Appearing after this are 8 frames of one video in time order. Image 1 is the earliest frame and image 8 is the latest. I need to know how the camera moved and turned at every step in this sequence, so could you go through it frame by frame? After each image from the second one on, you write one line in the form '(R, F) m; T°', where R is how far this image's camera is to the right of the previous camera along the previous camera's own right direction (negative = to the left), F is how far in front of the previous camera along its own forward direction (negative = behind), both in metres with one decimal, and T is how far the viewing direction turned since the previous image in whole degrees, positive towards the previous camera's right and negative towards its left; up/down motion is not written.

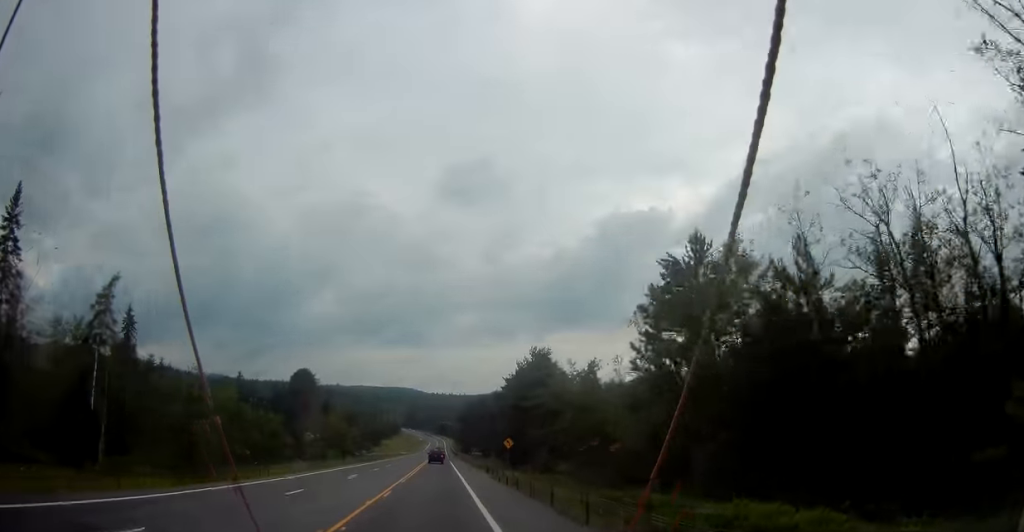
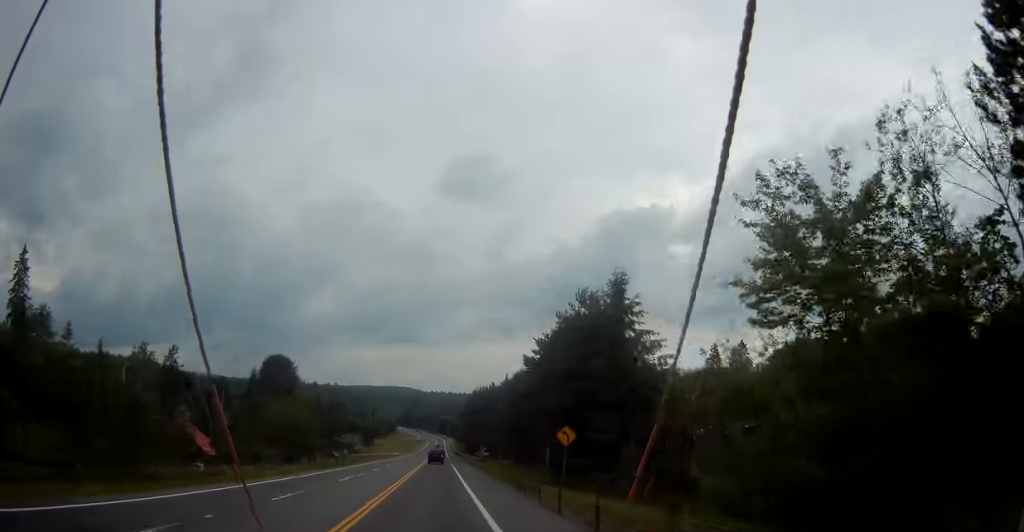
(0.0, +25.3) m; 0°
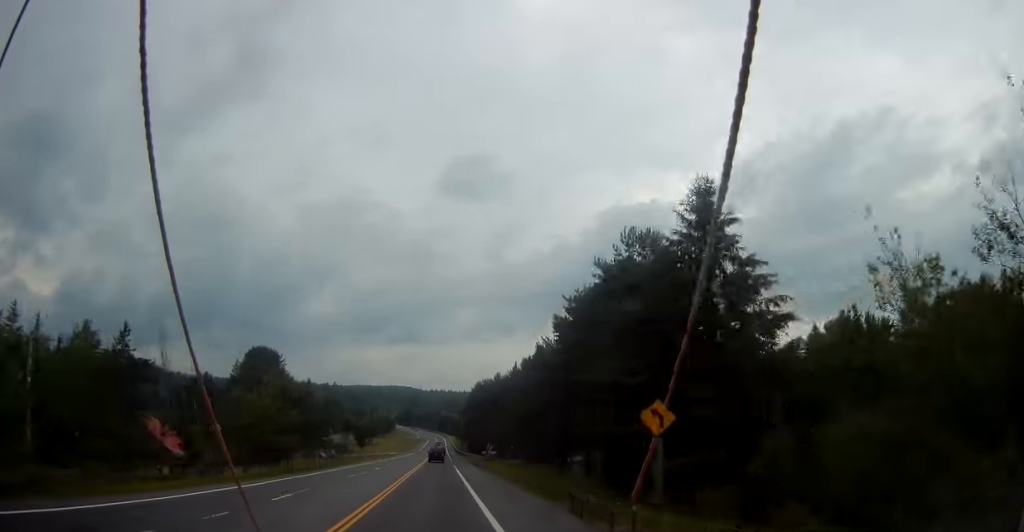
(+0.3, +12.6) m; 0°
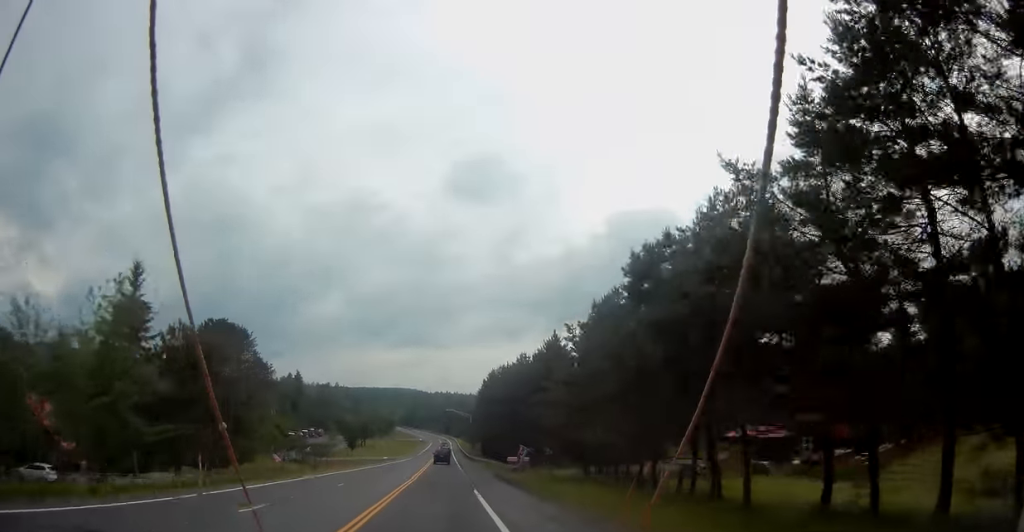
(-0.5, +27.8) m; -1°
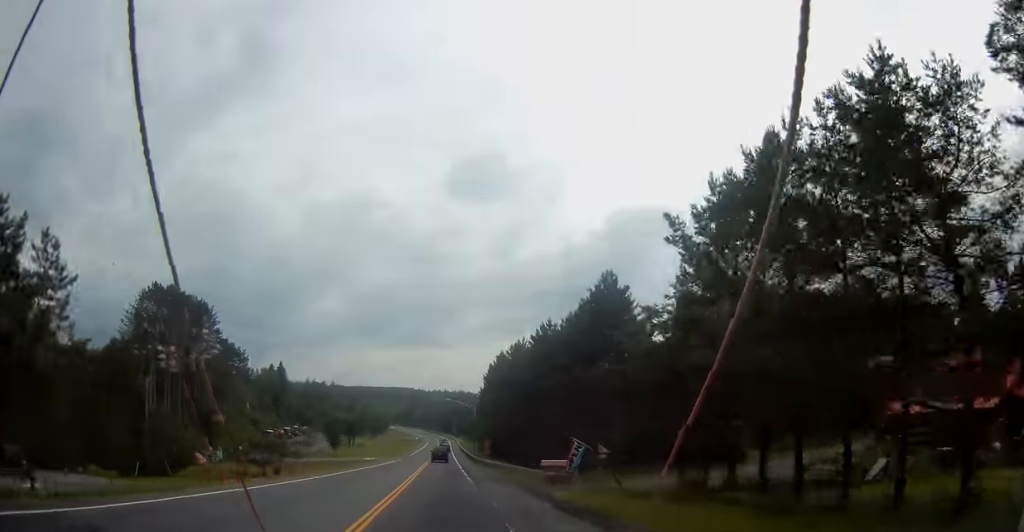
(+0.2, +20.3) m; 0°
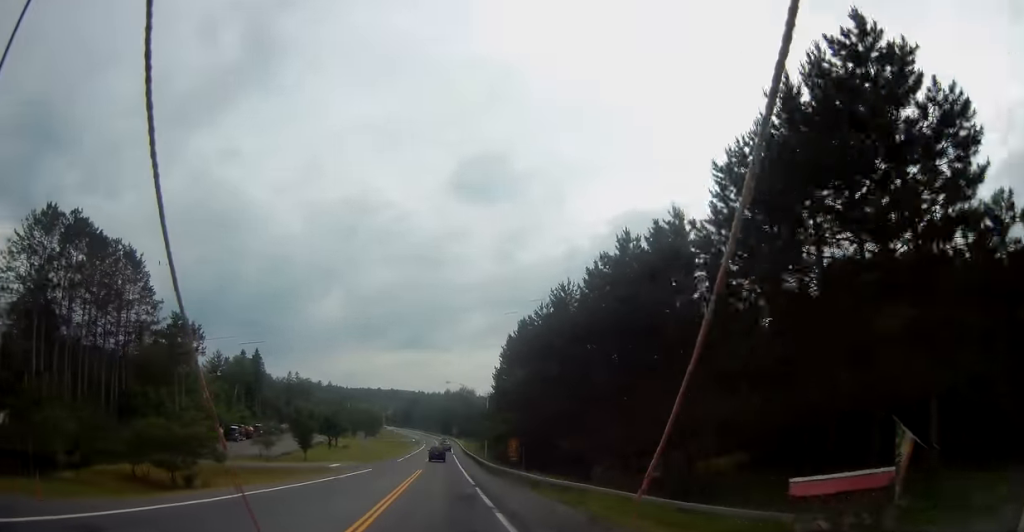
(-0.2, +26.7) m; -1°
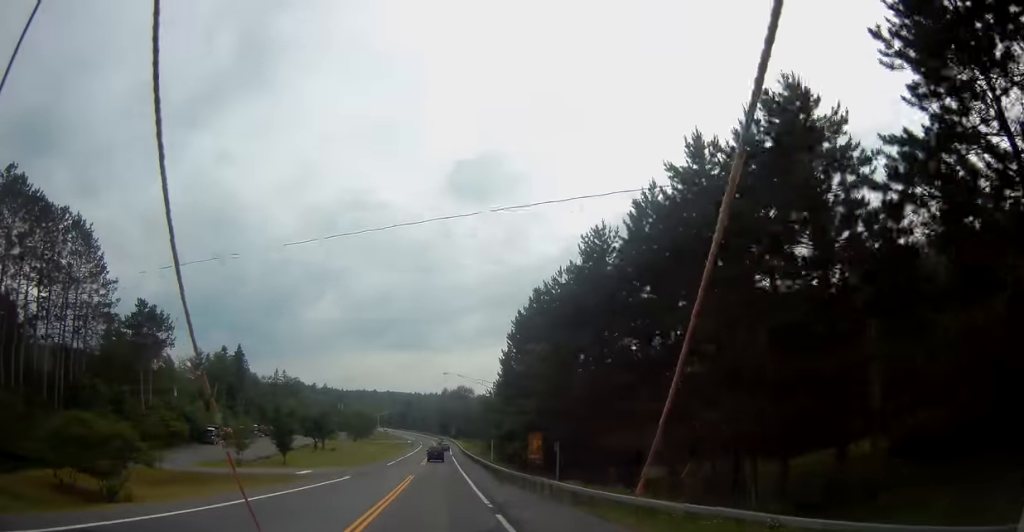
(-0.2, +12.3) m; 0°
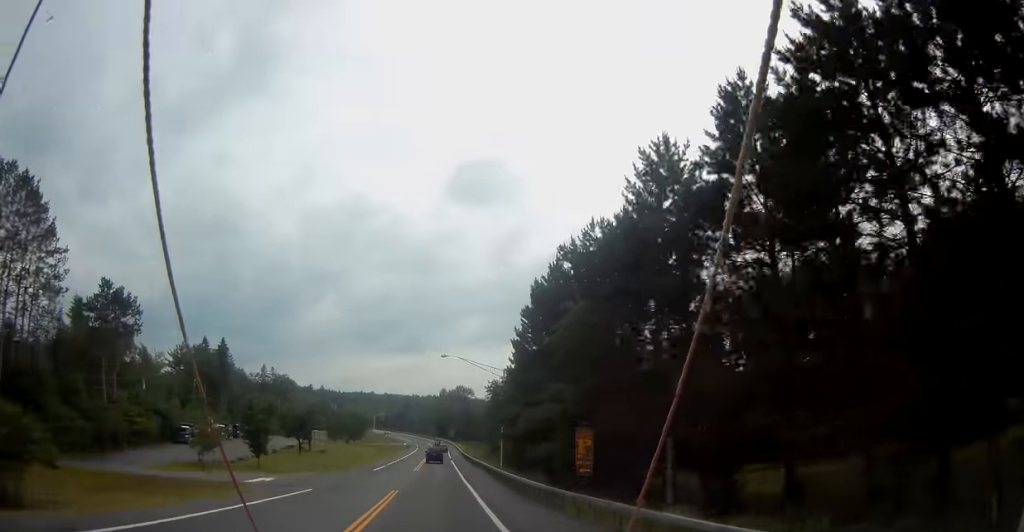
(+0.2, +11.4) m; 0°
